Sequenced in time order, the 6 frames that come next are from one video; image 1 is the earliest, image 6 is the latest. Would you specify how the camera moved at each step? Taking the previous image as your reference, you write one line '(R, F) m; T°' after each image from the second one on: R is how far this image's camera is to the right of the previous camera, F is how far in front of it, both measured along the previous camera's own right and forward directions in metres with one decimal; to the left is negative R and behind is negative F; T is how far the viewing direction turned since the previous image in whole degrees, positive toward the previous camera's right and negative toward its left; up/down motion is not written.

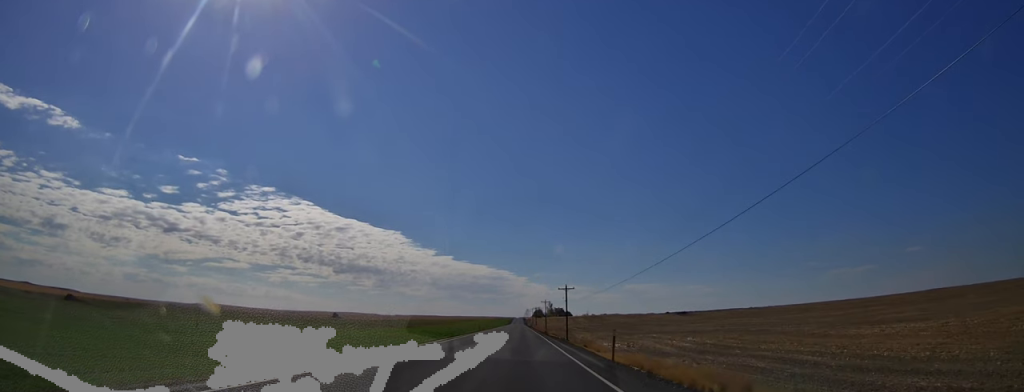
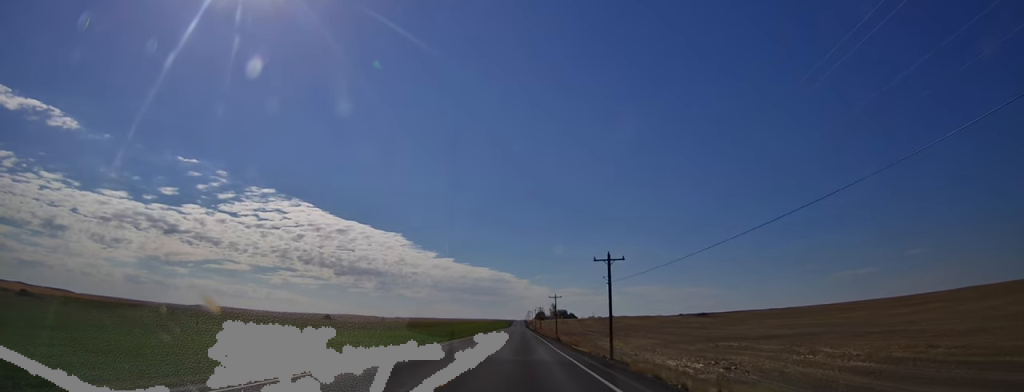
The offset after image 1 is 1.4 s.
(0.0, +41.9) m; 0°
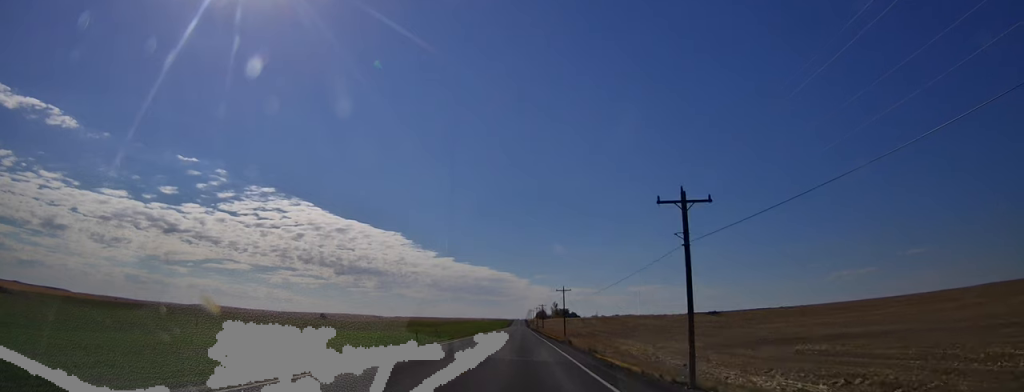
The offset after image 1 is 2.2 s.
(0.0, +21.5) m; 0°
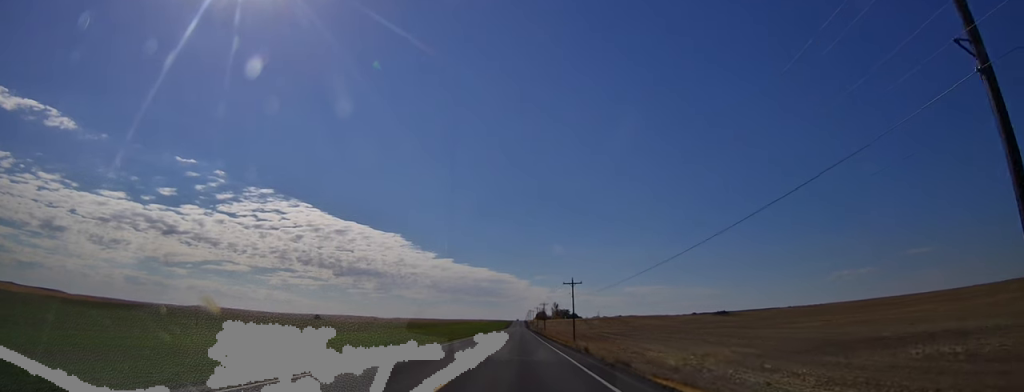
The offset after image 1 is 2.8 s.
(0.0, +17.6) m; 0°
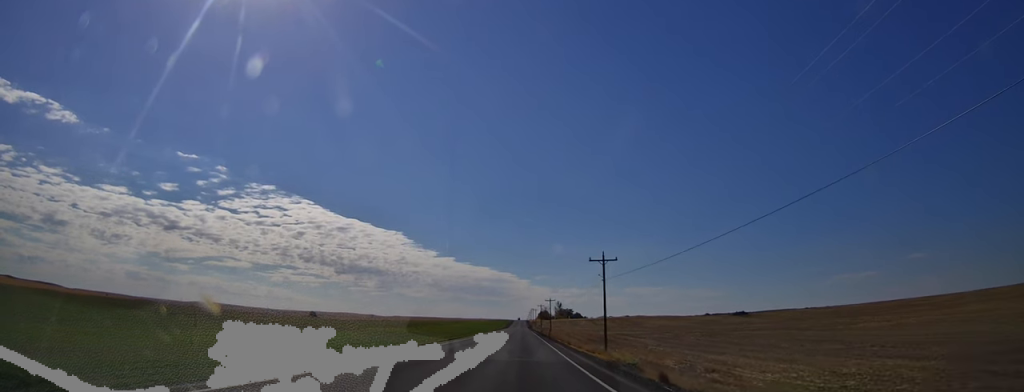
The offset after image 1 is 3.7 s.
(0.0, +27.3) m; +1°
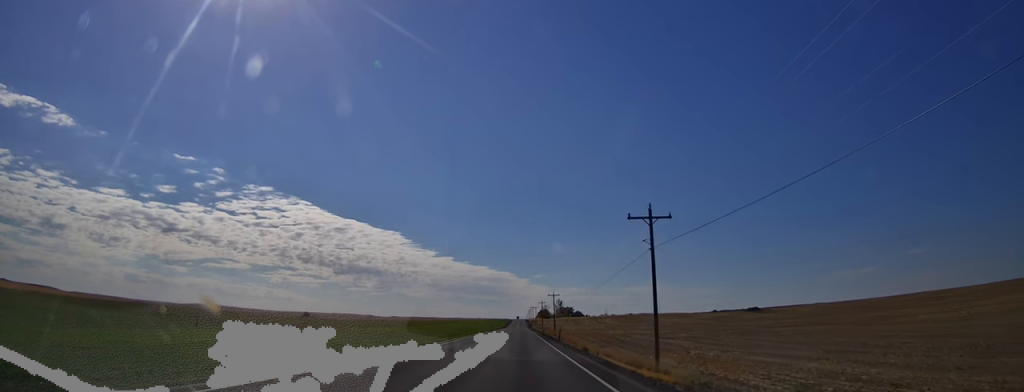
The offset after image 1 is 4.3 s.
(+0.2, +18.5) m; 0°
